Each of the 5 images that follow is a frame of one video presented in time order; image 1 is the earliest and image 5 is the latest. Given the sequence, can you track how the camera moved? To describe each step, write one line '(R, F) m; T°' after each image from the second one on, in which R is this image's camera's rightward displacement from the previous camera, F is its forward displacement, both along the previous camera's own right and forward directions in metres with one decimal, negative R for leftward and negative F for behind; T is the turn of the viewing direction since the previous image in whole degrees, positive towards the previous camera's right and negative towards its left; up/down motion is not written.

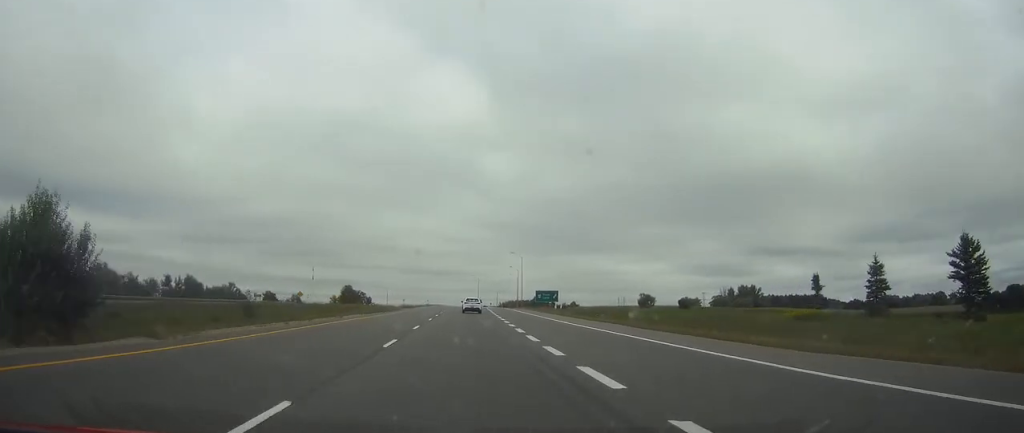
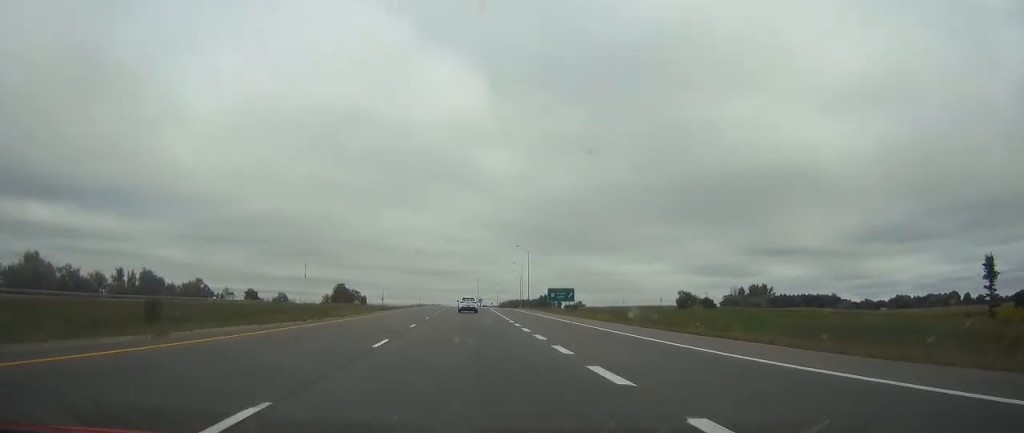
(0.0, +23.2) m; 0°
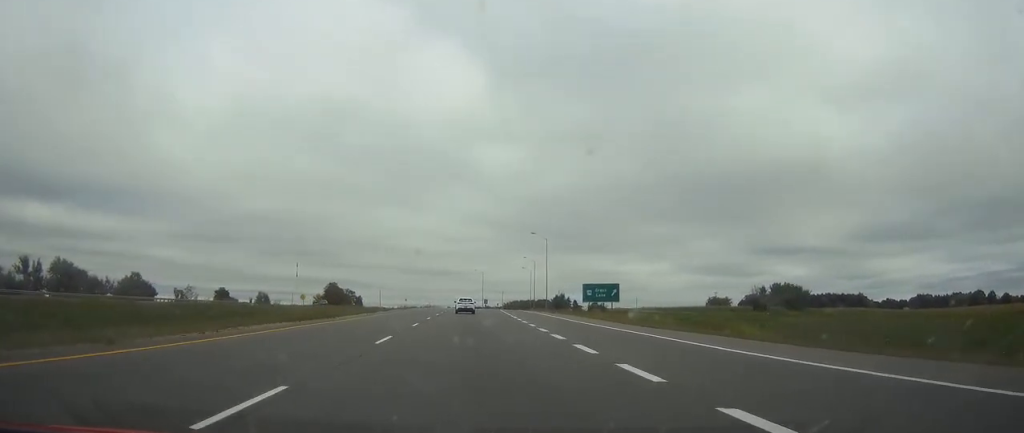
(0.0, +34.7) m; 0°
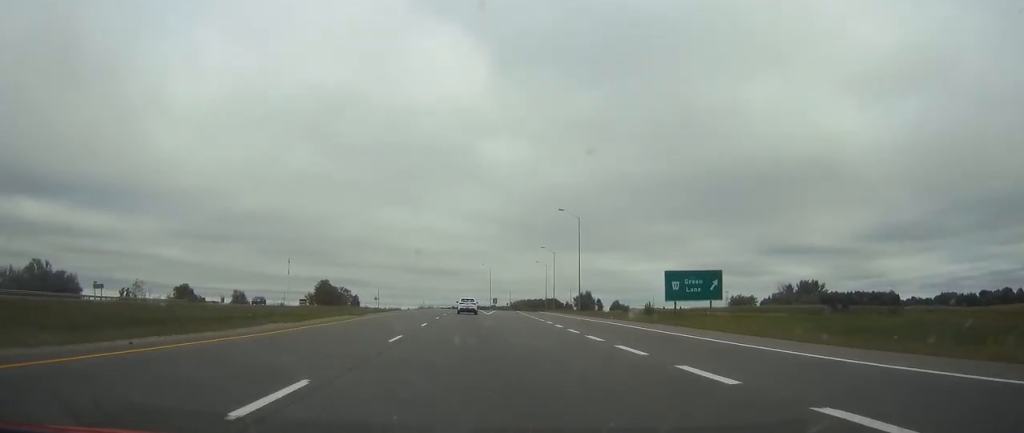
(-0.1, +35.8) m; 0°
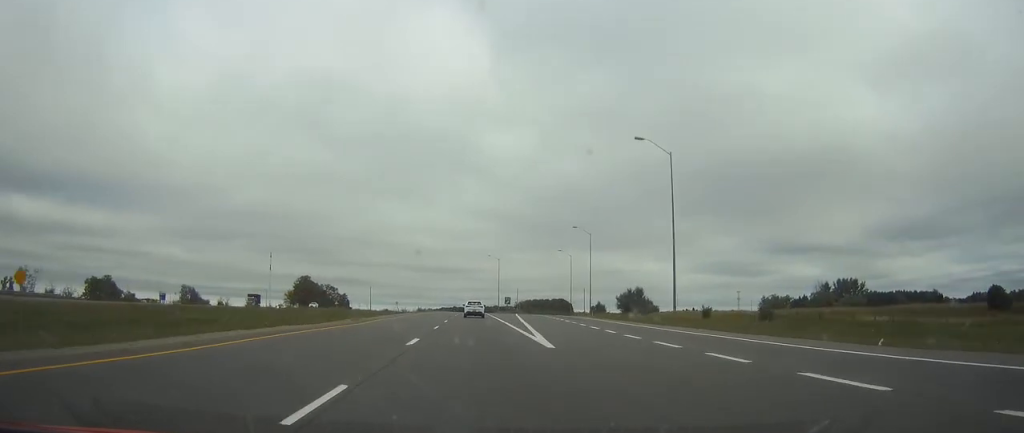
(-0.1, +48.5) m; 0°
